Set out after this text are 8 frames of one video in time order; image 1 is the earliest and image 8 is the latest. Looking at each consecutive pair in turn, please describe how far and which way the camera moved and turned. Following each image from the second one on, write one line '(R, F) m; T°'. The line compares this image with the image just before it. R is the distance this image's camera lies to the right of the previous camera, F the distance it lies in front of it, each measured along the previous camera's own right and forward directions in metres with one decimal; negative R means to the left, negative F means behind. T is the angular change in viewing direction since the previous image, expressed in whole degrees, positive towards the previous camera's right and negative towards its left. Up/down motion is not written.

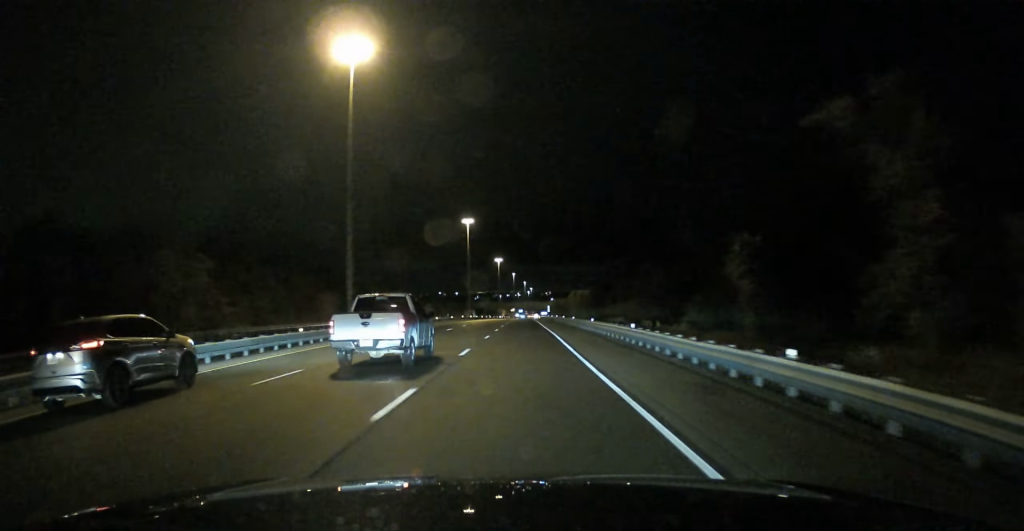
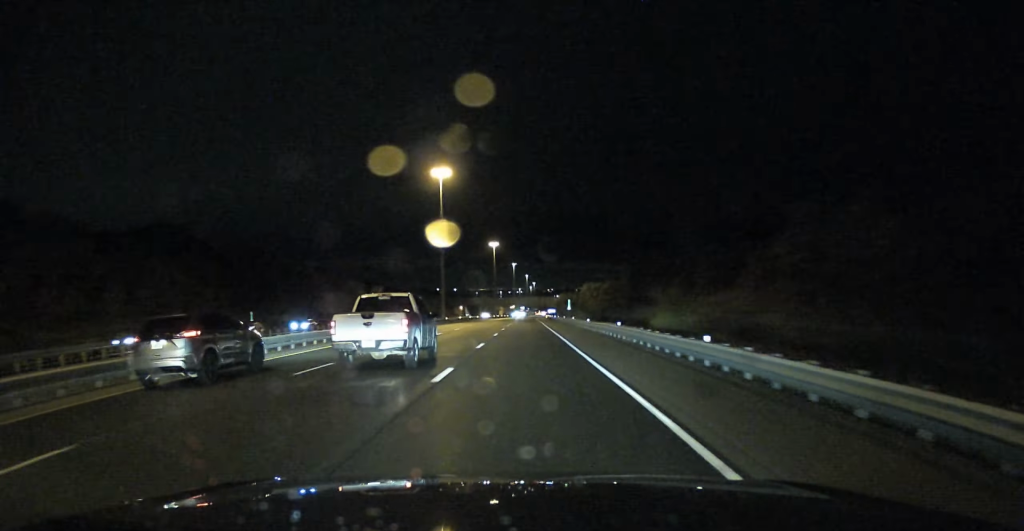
(-0.2, +71.5) m; 0°
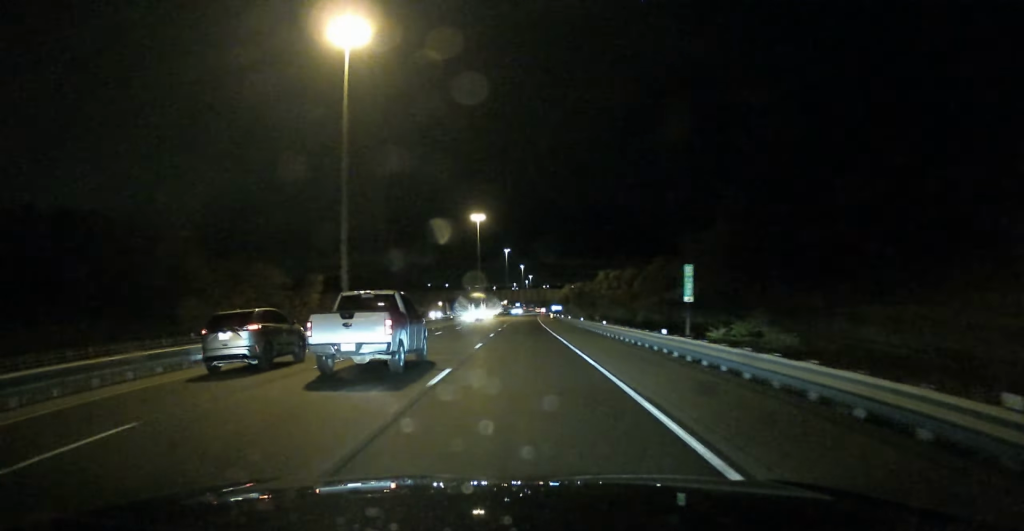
(+0.3, +72.0) m; +1°
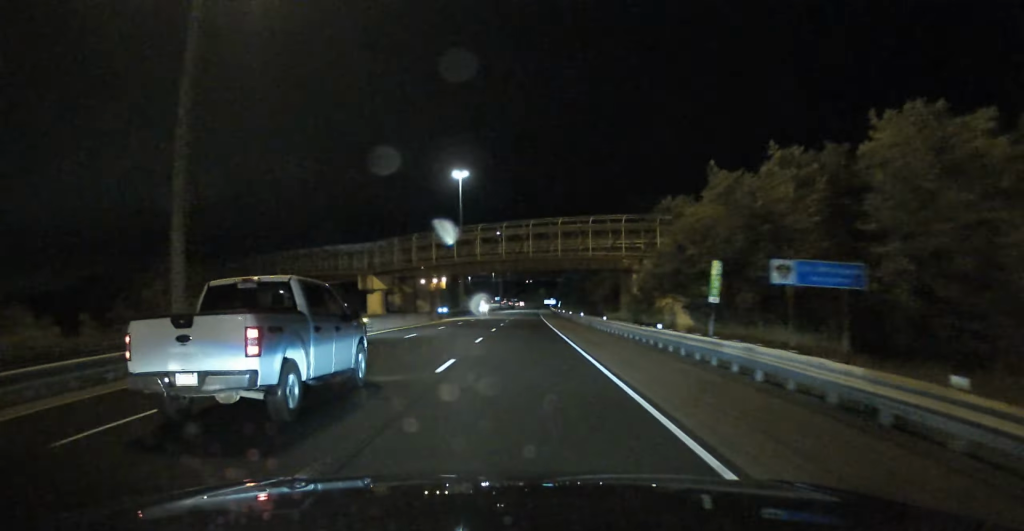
(+1.8, +171.3) m; +1°
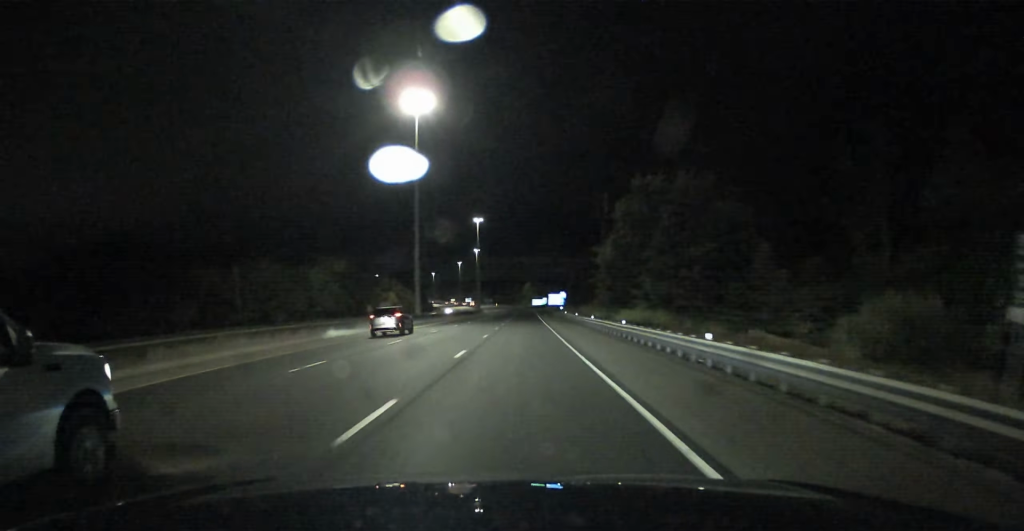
(+2.4, +181.1) m; 0°
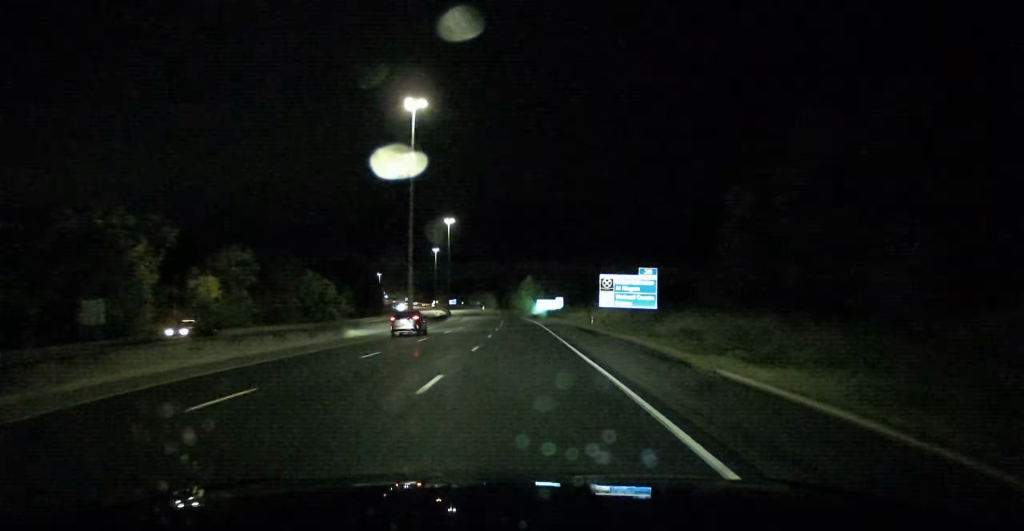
(+0.5, +132.9) m; -1°
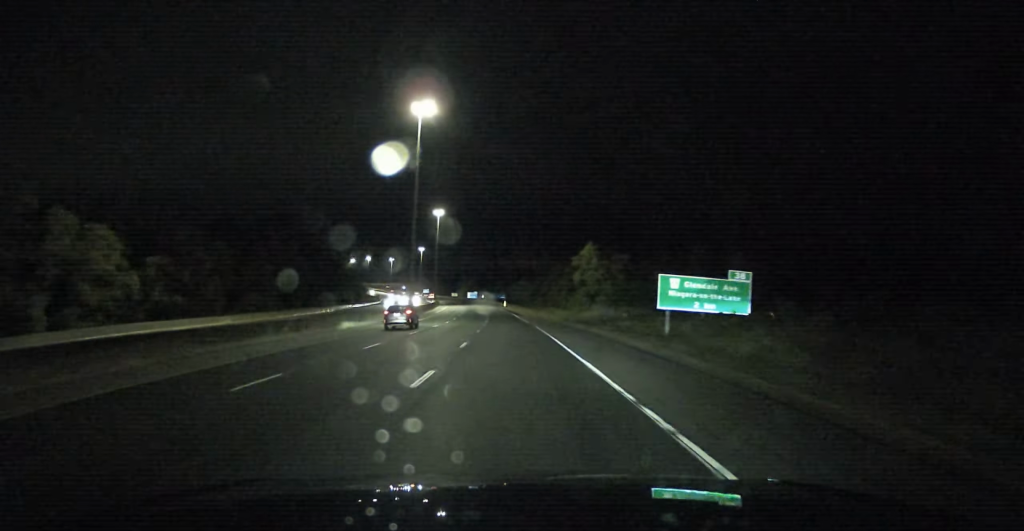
(-1.4, +117.1) m; -3°
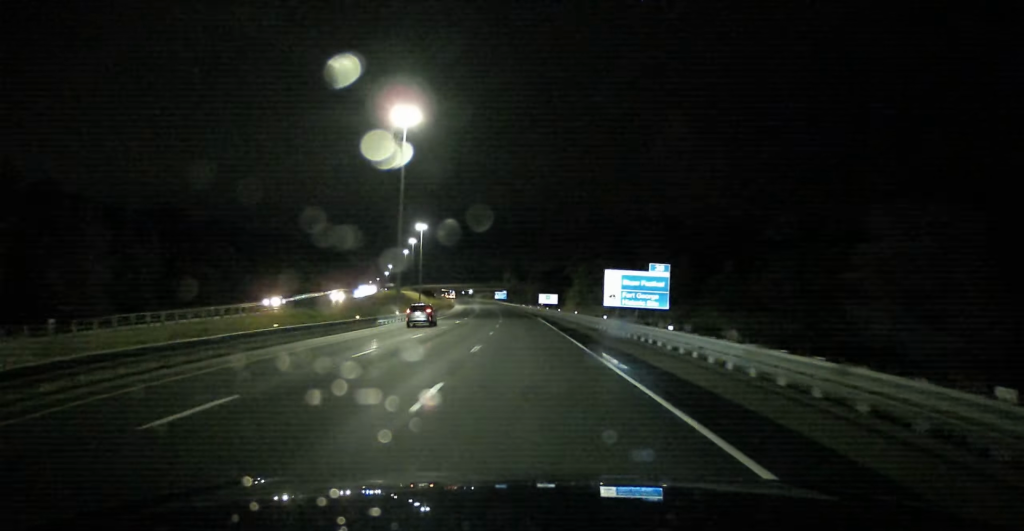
(-25.6, +289.1) m; -9°
